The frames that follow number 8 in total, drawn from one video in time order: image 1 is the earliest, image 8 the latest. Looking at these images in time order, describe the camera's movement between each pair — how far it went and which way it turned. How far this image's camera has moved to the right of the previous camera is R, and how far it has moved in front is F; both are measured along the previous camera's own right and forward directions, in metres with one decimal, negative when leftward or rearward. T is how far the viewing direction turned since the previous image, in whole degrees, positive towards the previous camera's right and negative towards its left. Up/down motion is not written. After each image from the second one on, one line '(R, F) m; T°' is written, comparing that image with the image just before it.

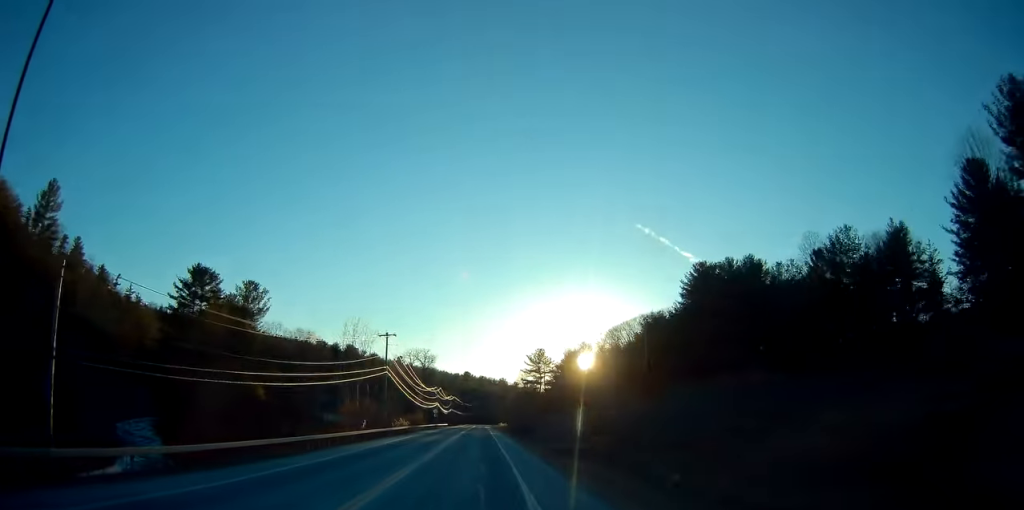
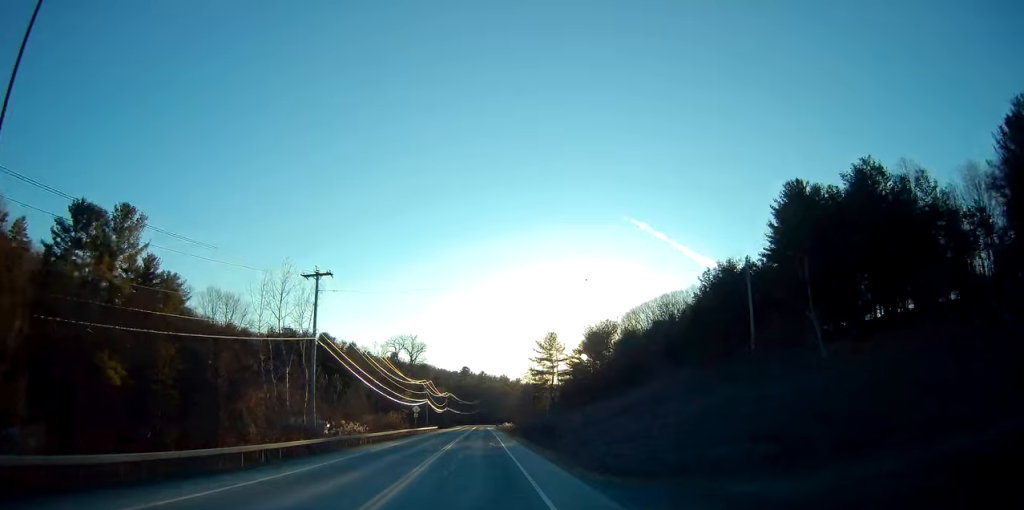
(-0.9, +34.1) m; -2°
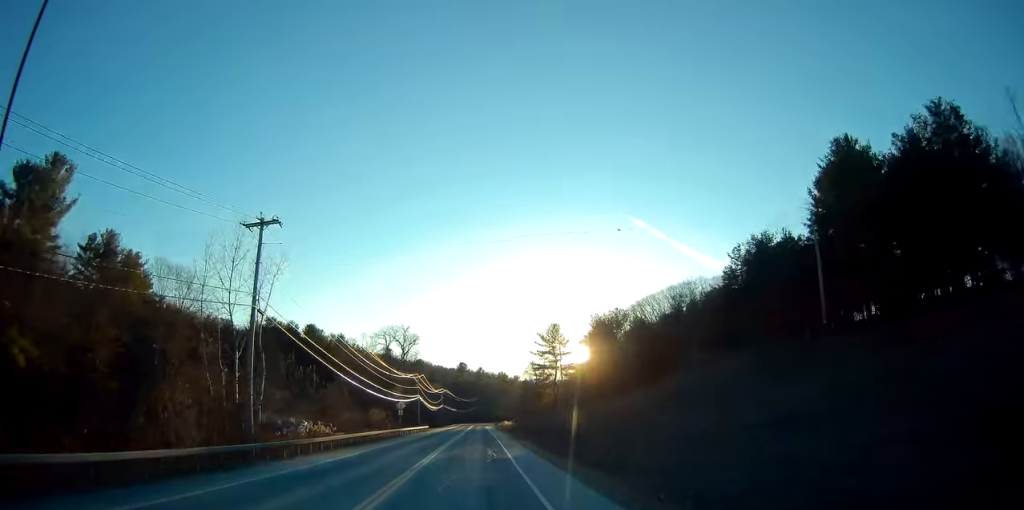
(0.0, +12.0) m; 0°
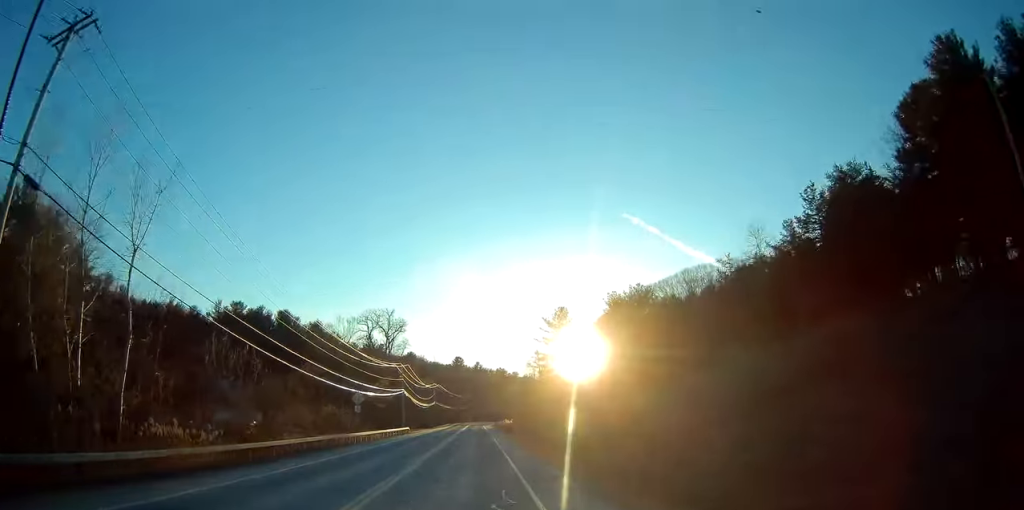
(+0.2, +20.3) m; +1°
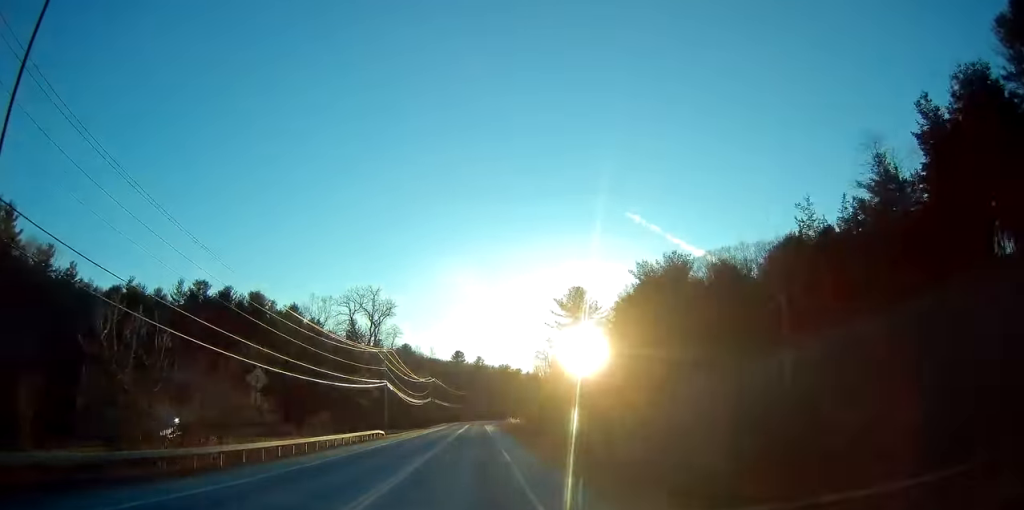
(0.0, +19.8) m; 0°
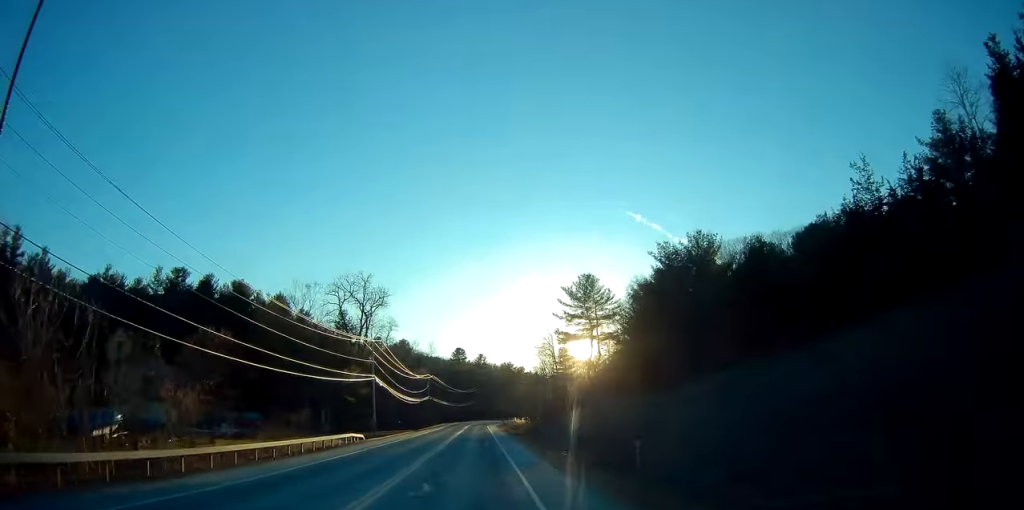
(+0.1, +10.0) m; 0°
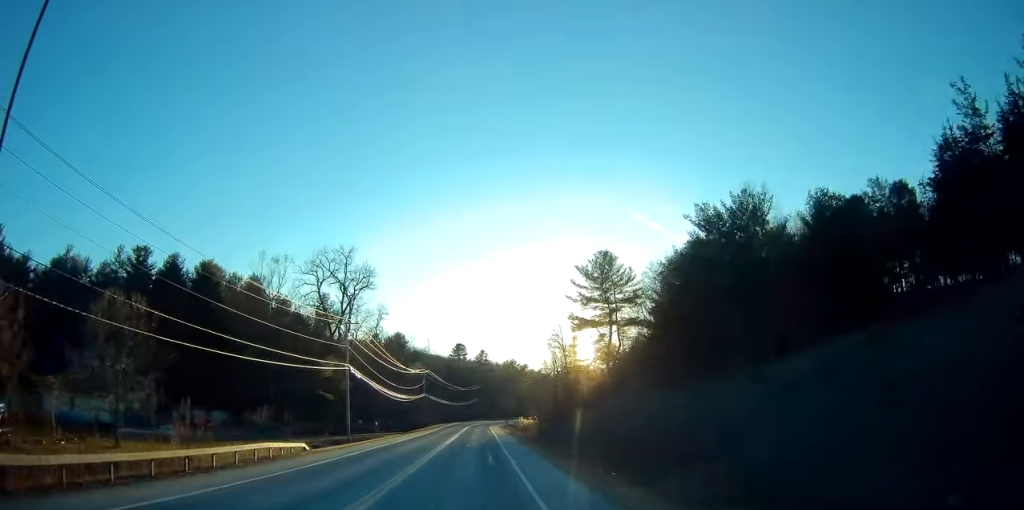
(0.0, +14.6) m; 0°
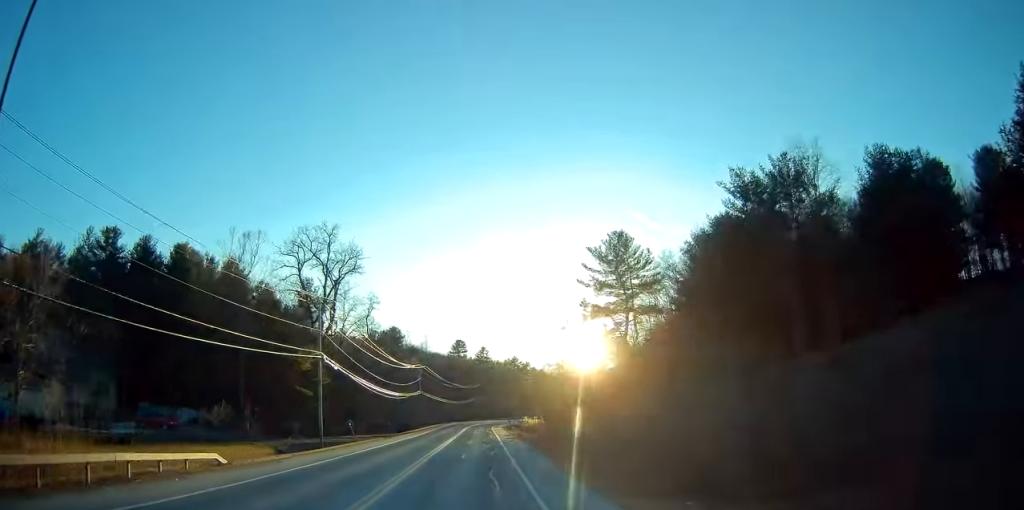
(-0.1, +10.0) m; 0°
